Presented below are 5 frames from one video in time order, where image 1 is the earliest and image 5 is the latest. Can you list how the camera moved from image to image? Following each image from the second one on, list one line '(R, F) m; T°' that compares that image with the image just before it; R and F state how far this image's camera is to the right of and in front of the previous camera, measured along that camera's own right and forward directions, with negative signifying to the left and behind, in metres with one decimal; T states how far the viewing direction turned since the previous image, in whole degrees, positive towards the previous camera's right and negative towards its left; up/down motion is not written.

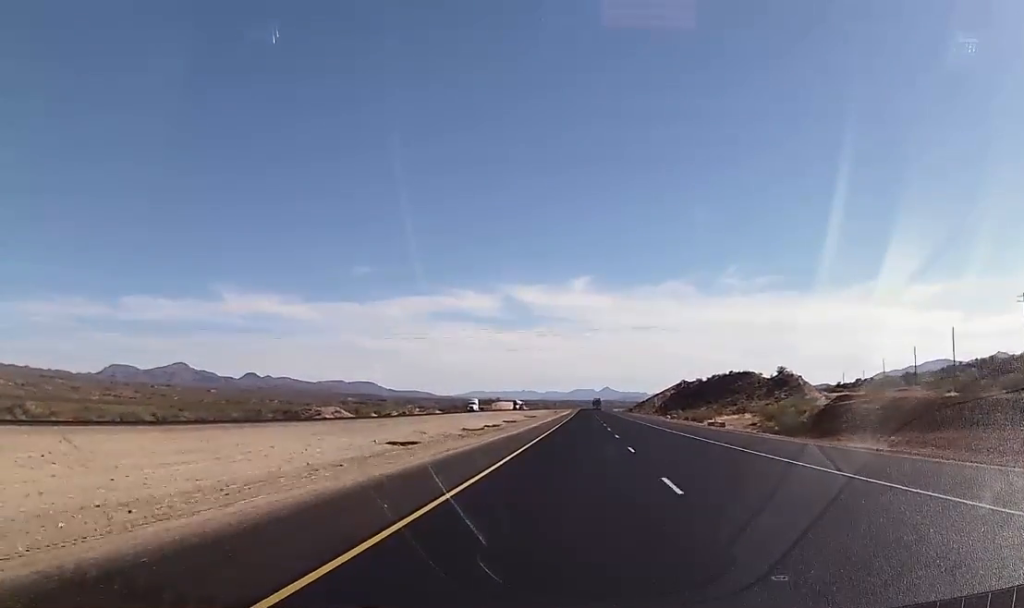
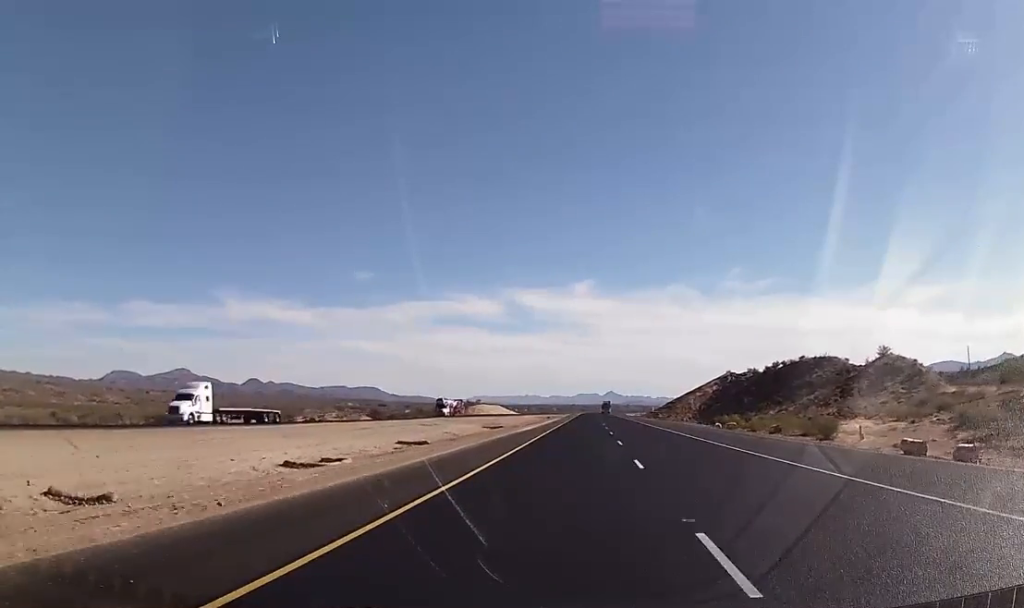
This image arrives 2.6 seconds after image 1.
(+0.8, +92.4) m; 0°
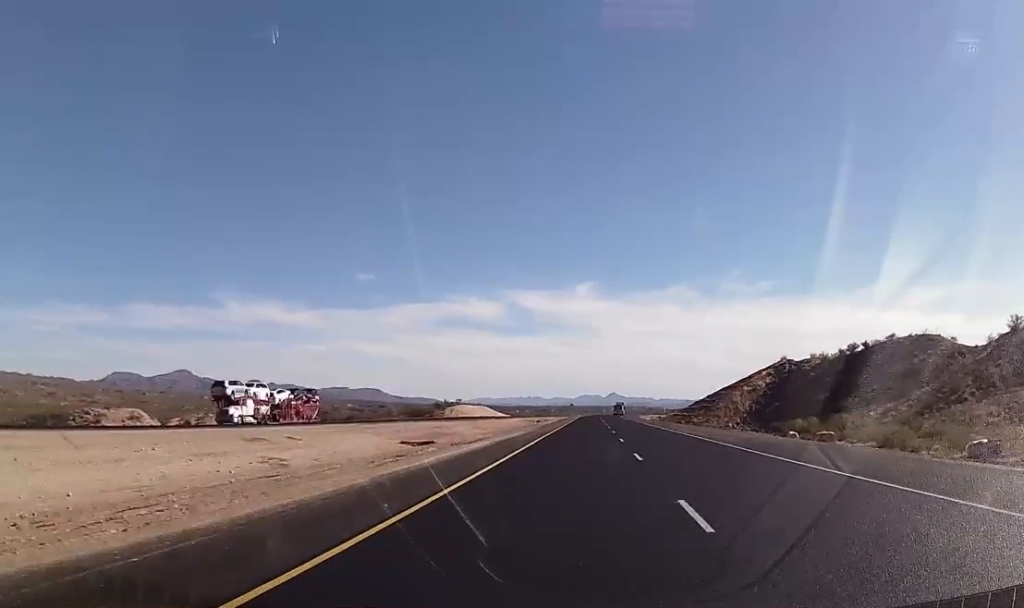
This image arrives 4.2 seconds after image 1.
(-1.0, +57.9) m; 0°
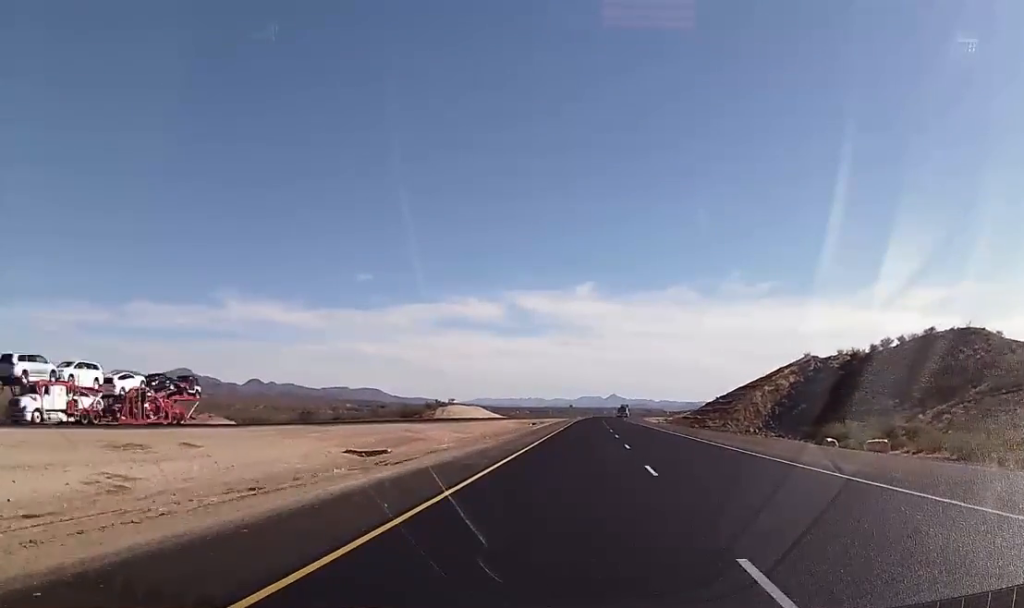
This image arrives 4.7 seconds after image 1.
(0.0, +16.5) m; 0°
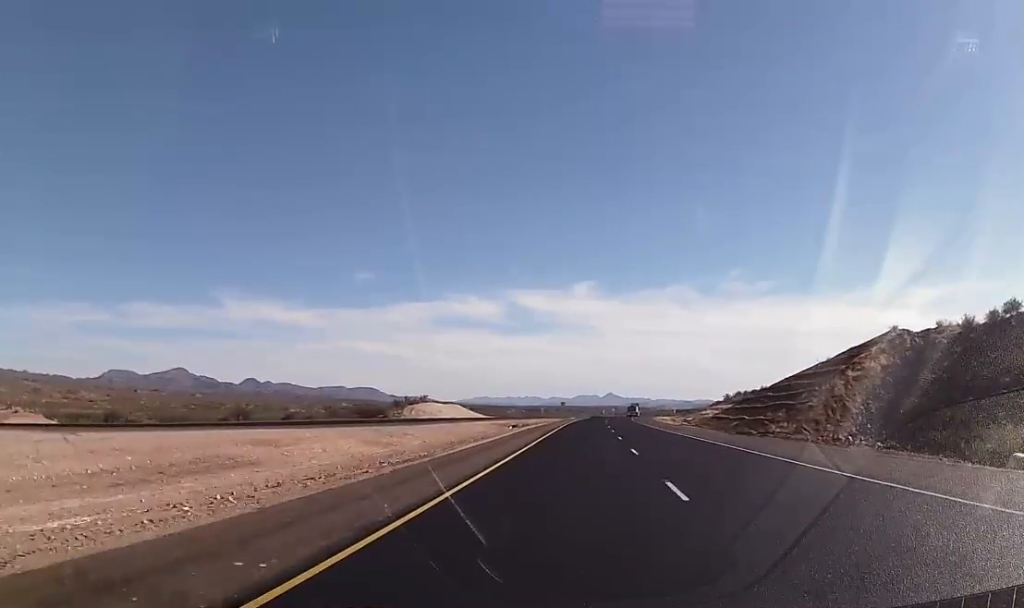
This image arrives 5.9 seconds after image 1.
(+0.1, +41.3) m; 0°
